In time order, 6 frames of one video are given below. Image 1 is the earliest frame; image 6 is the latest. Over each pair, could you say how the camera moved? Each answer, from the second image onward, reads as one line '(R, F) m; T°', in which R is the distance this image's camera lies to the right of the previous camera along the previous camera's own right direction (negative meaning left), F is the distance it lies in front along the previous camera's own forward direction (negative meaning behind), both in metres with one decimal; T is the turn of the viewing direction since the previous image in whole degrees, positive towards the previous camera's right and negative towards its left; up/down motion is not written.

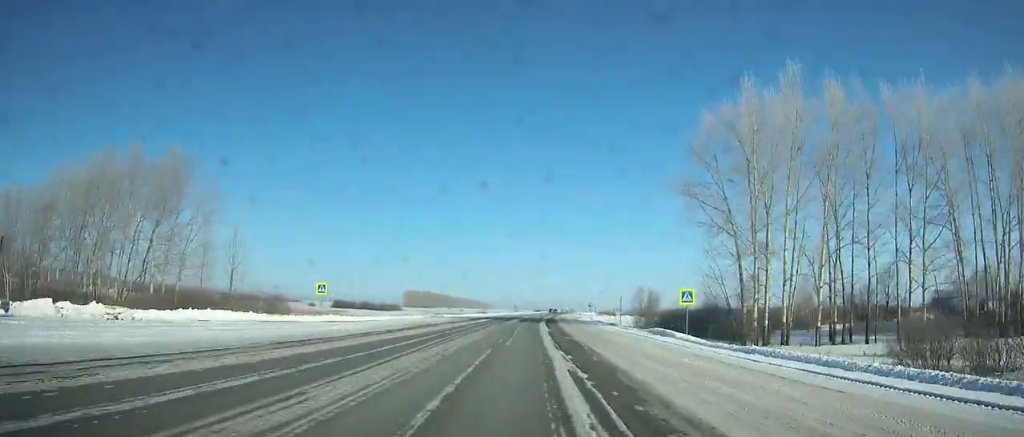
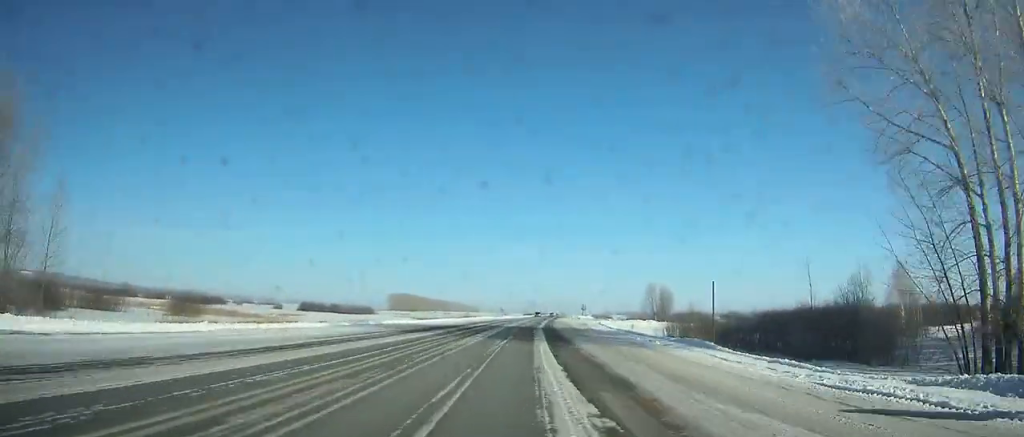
(0.0, +30.6) m; +1°
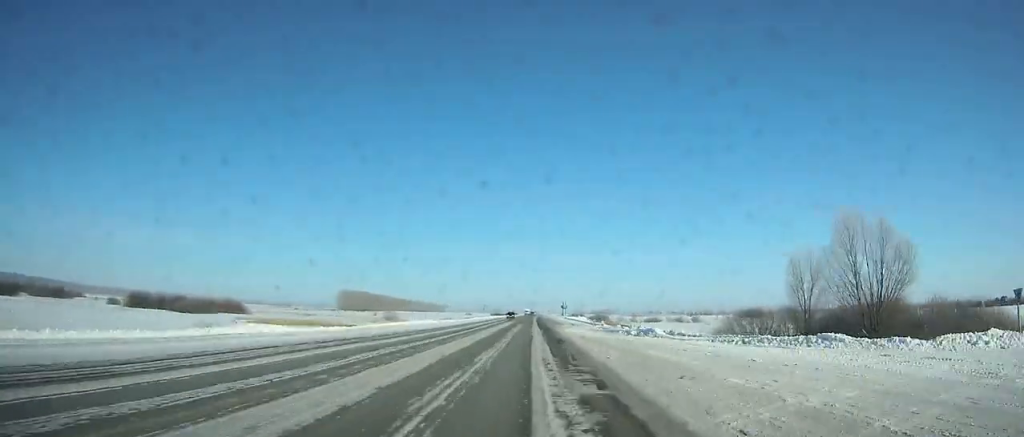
(+2.5, +101.5) m; +2°
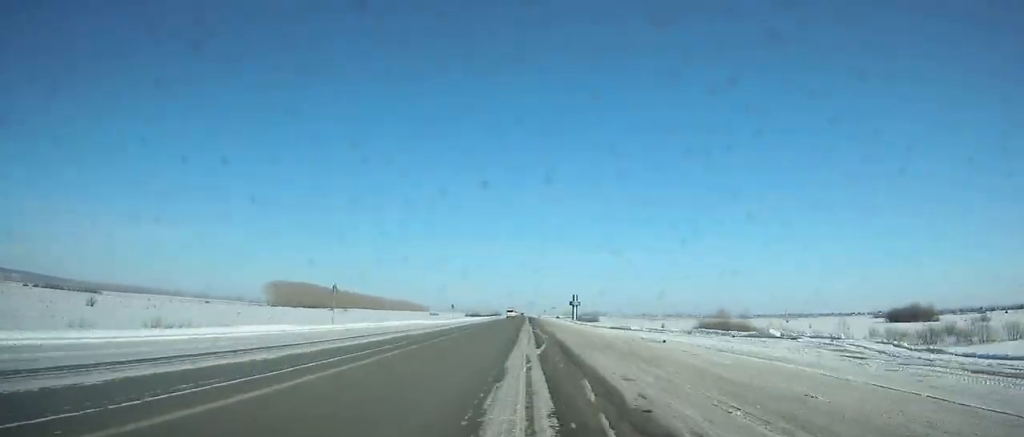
(+1.9, +163.0) m; +1°
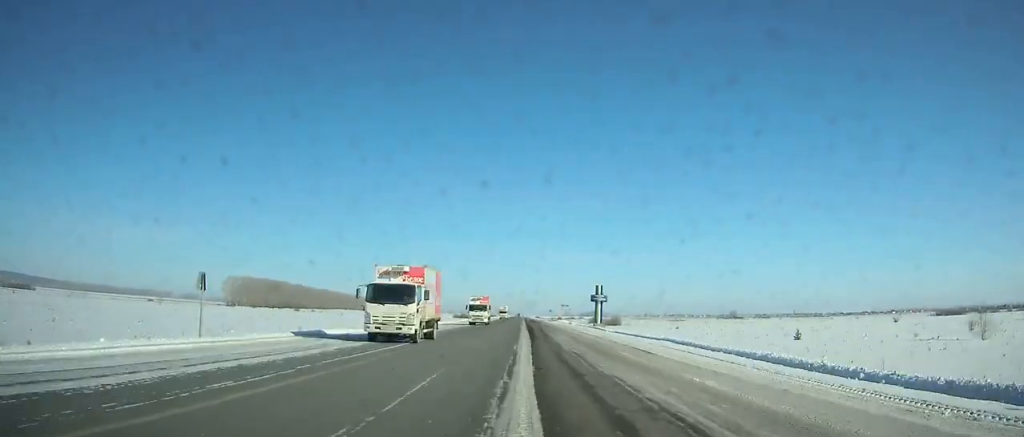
(0.0, +68.7) m; 0°
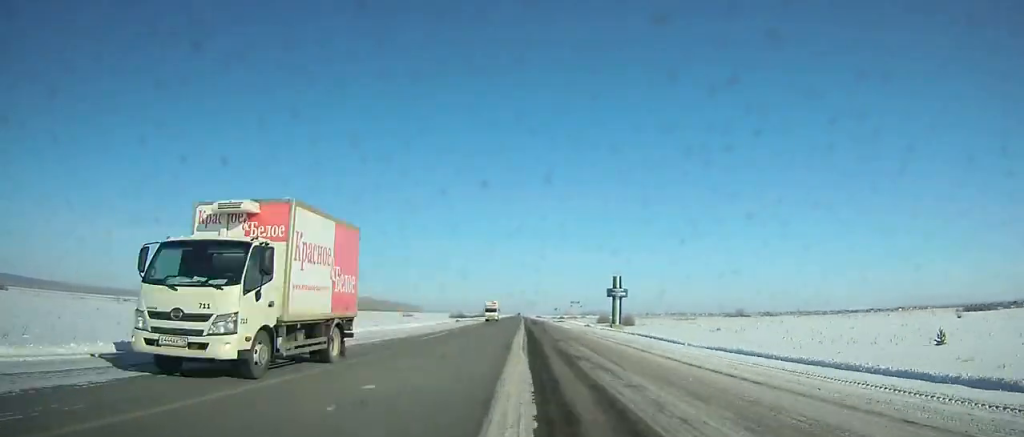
(0.0, +25.8) m; 0°
